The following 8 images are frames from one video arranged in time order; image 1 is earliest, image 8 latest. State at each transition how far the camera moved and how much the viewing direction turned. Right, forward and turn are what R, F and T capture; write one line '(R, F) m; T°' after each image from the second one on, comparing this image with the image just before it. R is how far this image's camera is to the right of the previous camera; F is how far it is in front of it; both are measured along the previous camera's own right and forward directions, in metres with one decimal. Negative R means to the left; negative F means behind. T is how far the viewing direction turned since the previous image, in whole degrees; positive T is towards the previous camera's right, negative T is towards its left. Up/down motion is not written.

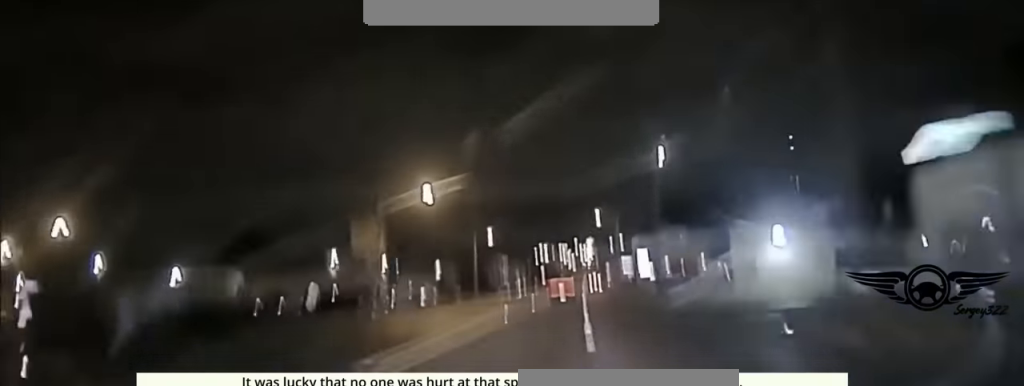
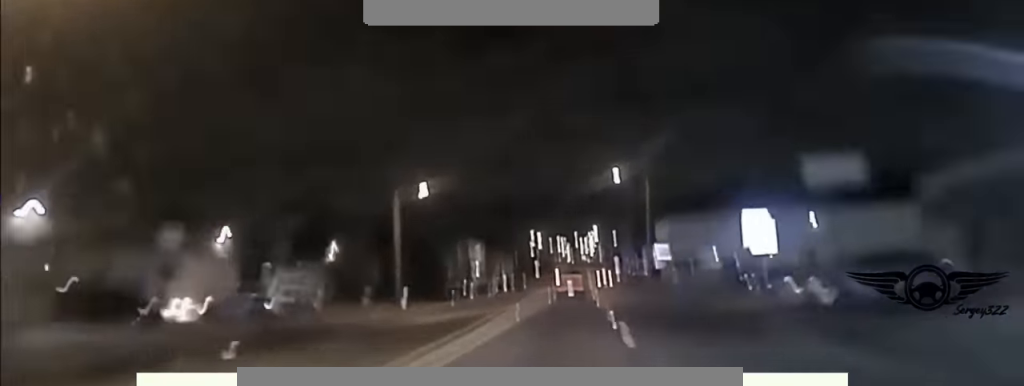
(+0.1, +48.0) m; 0°
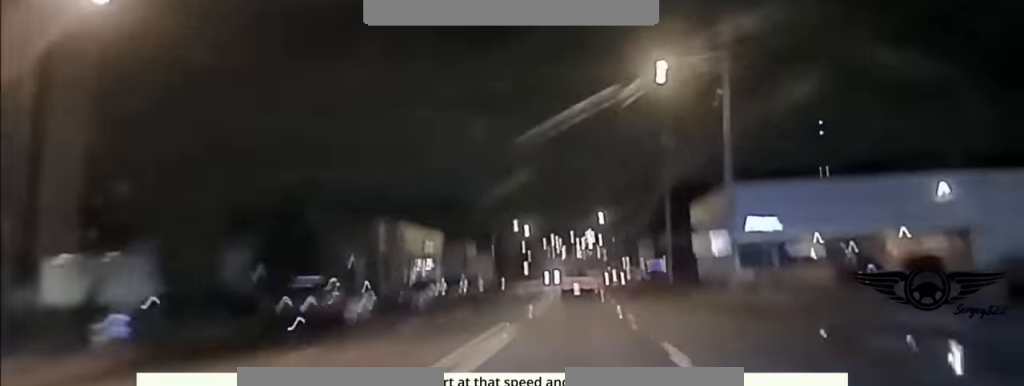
(0.0, +40.2) m; 0°
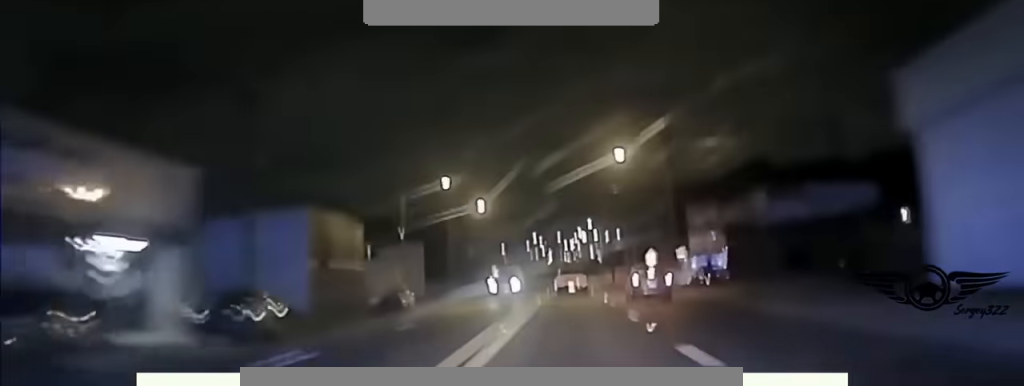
(+0.2, +64.8) m; 0°
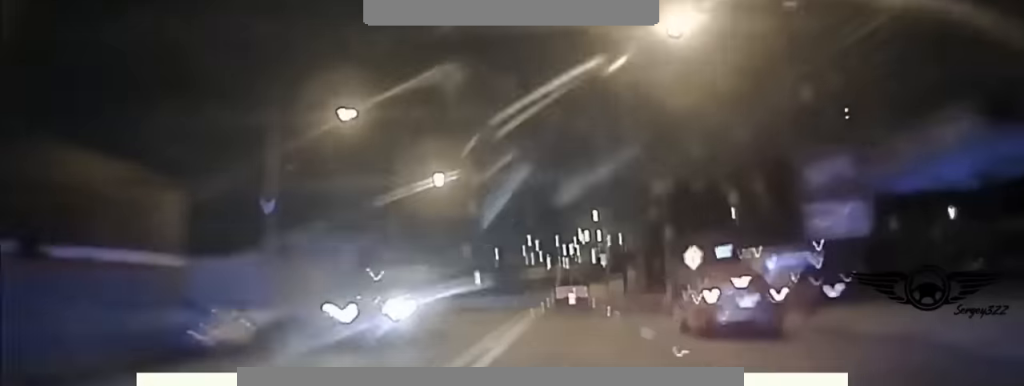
(+0.1, +36.5) m; 0°
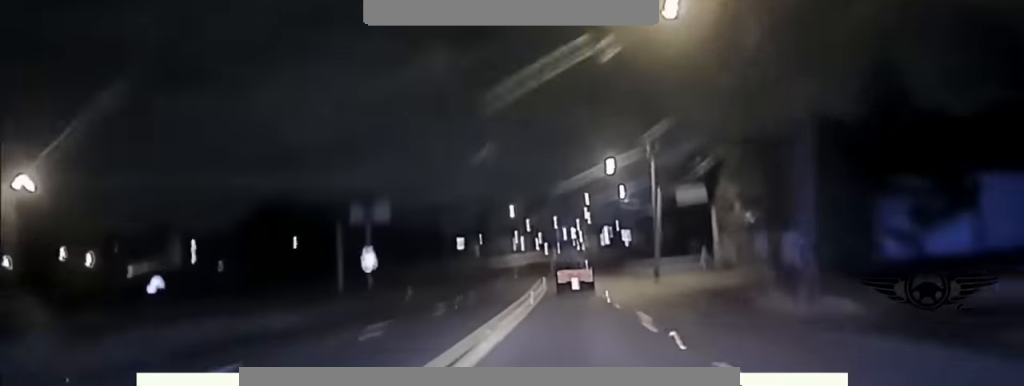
(+0.1, +78.8) m; 0°
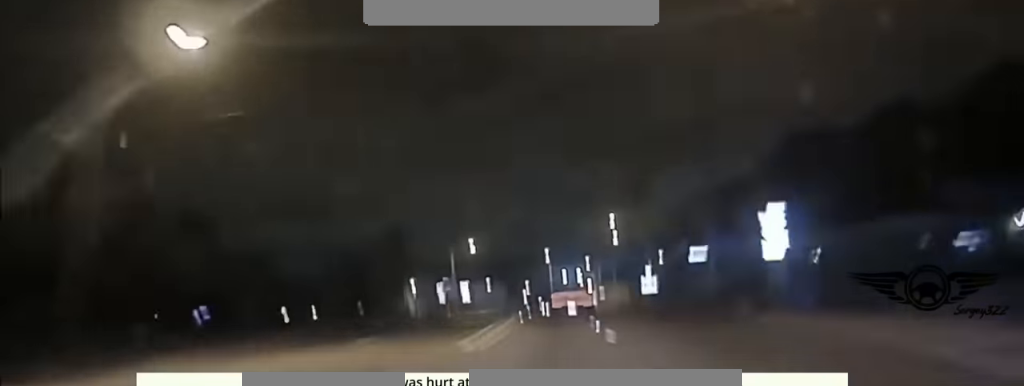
(-0.4, +125.2) m; 0°
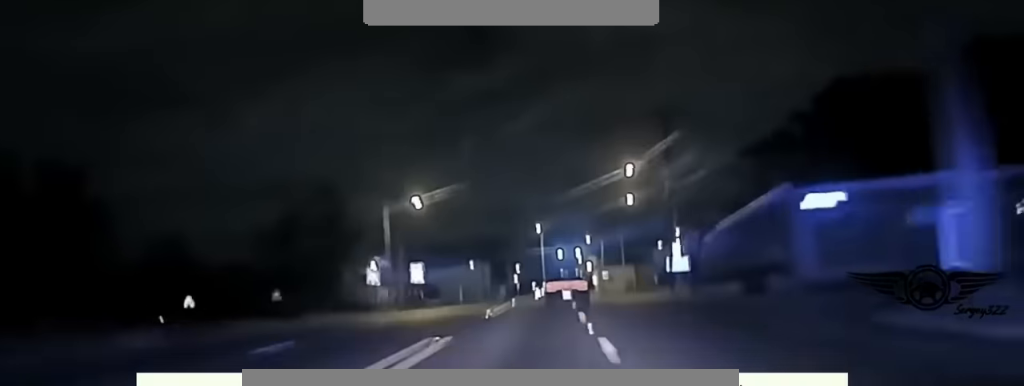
(0.0, +26.0) m; 0°
